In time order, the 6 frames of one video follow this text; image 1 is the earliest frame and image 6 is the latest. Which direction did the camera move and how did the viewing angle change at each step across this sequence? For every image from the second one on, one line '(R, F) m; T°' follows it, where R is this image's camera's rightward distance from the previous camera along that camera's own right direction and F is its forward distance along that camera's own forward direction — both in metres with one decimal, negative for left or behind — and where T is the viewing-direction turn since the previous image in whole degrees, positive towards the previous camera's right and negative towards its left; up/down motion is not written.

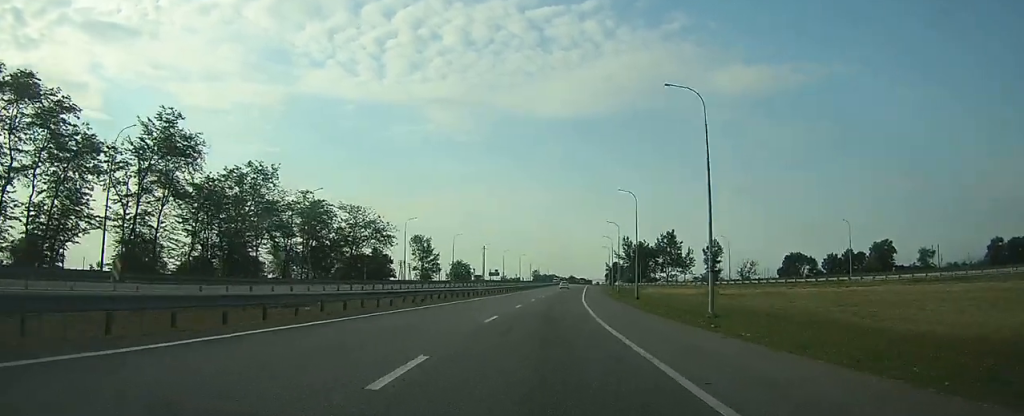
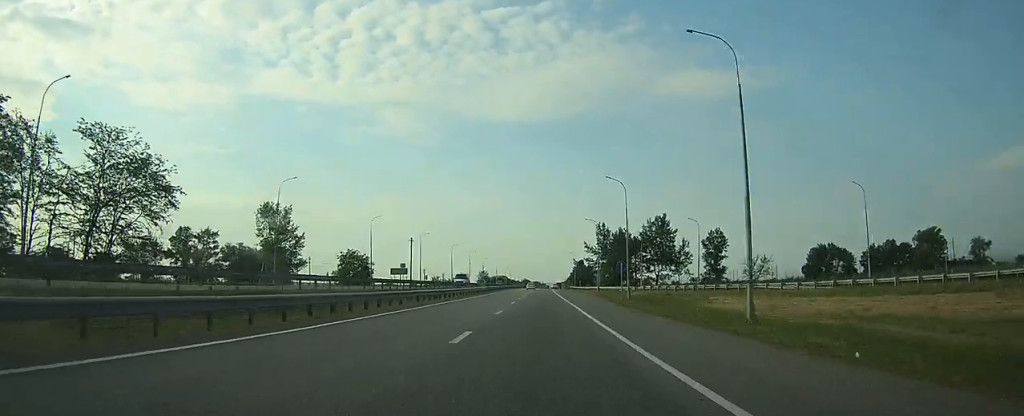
(+3.3, +66.2) m; +6°
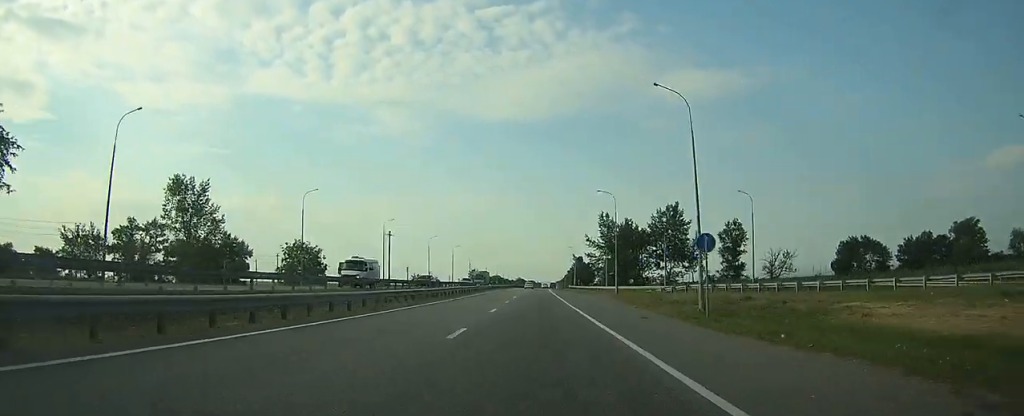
(+0.4, +23.6) m; +1°
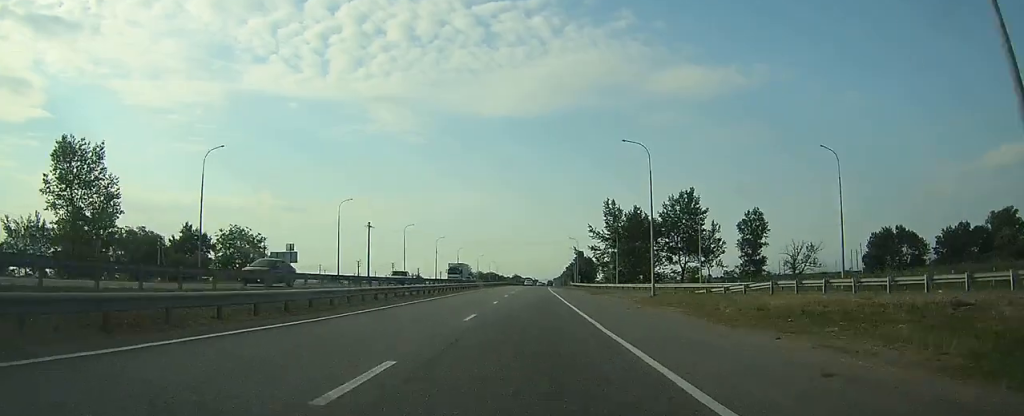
(+0.1, +19.4) m; 0°
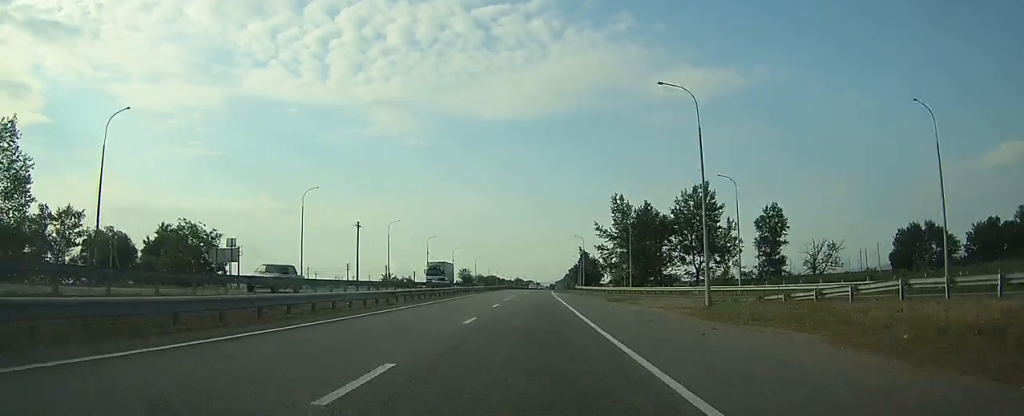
(0.0, +11.8) m; 0°
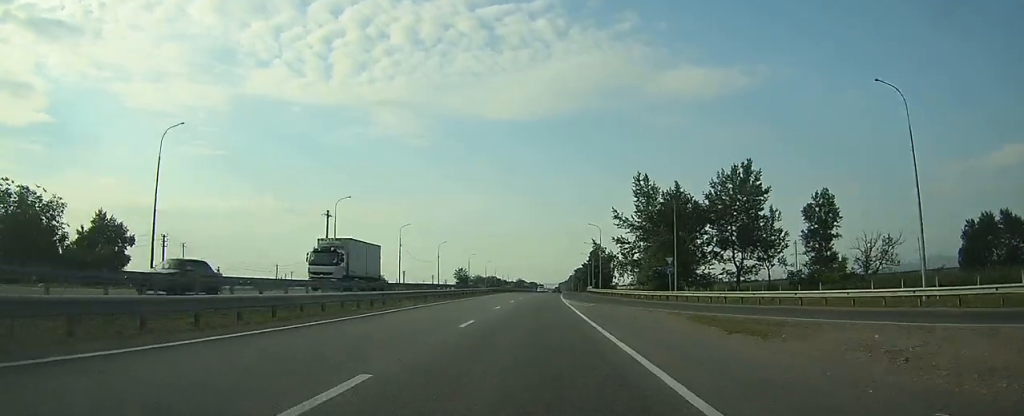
(+0.1, +25.3) m; 0°
